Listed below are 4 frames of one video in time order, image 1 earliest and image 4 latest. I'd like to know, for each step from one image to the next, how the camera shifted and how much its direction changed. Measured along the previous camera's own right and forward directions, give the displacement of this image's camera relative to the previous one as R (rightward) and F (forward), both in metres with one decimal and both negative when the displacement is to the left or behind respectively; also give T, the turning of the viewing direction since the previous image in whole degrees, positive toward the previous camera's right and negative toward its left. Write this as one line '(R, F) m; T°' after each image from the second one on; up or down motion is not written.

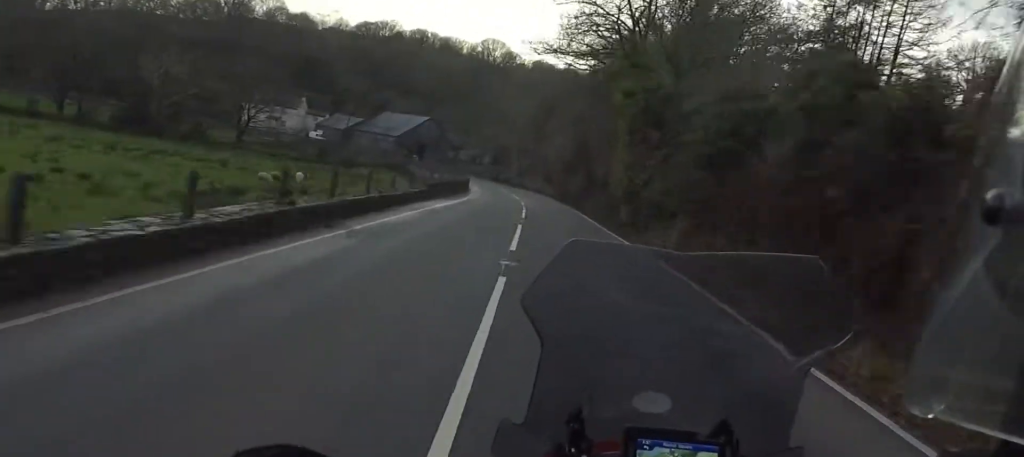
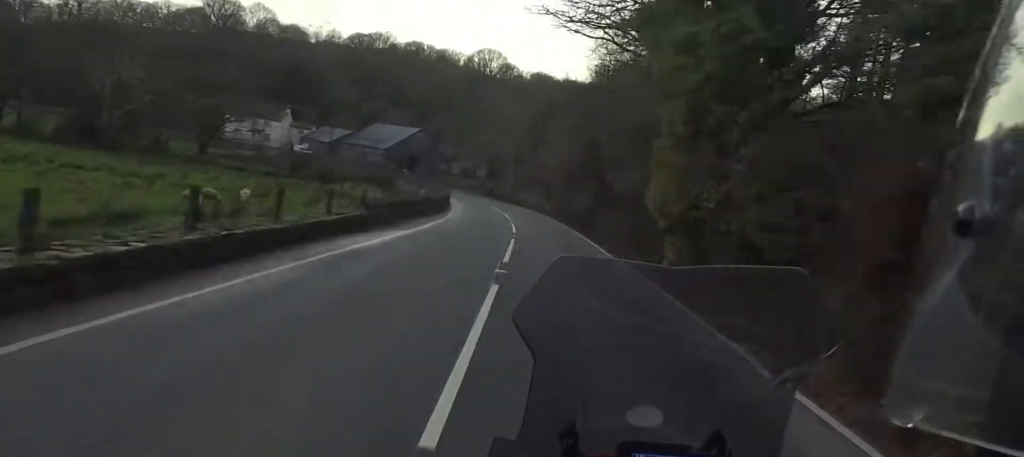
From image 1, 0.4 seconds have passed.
(+0.4, +8.1) m; -2°
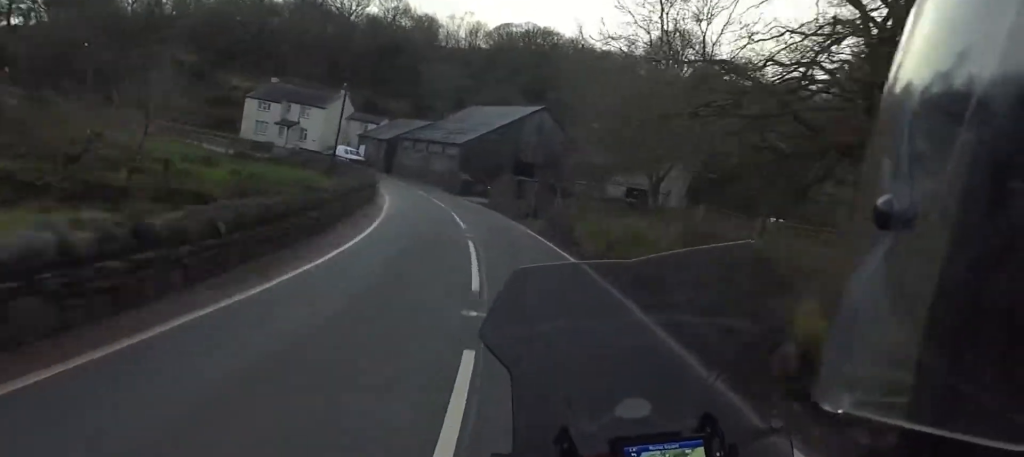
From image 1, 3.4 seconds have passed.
(-10.8, +53.9) m; -21°
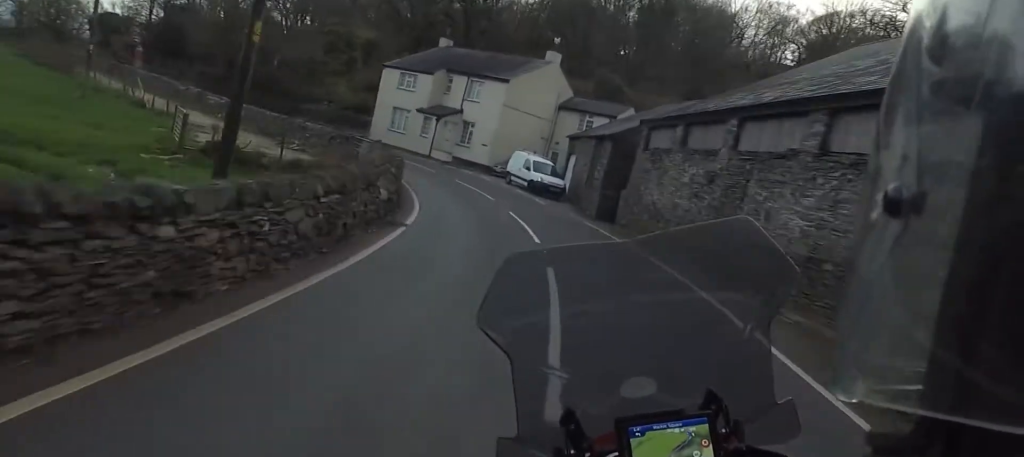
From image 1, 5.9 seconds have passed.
(-9.3, +37.6) m; -32°
